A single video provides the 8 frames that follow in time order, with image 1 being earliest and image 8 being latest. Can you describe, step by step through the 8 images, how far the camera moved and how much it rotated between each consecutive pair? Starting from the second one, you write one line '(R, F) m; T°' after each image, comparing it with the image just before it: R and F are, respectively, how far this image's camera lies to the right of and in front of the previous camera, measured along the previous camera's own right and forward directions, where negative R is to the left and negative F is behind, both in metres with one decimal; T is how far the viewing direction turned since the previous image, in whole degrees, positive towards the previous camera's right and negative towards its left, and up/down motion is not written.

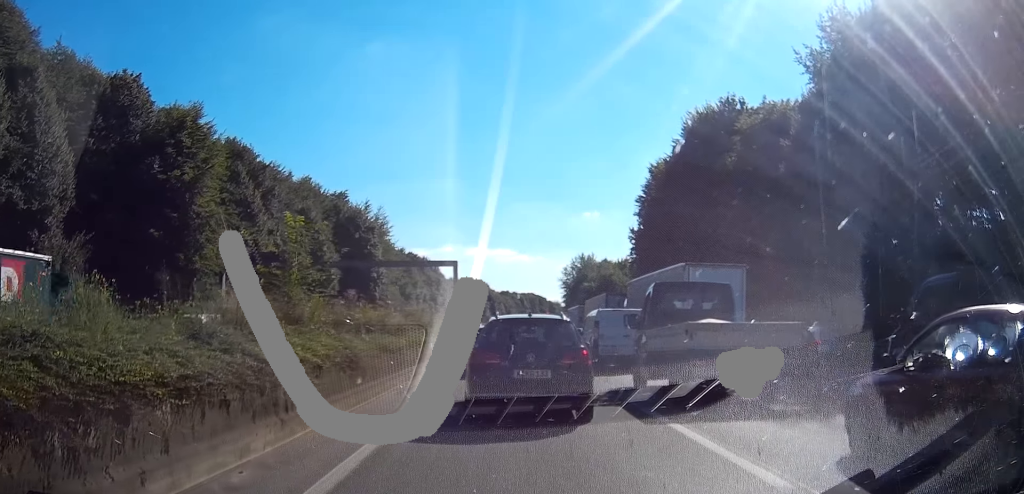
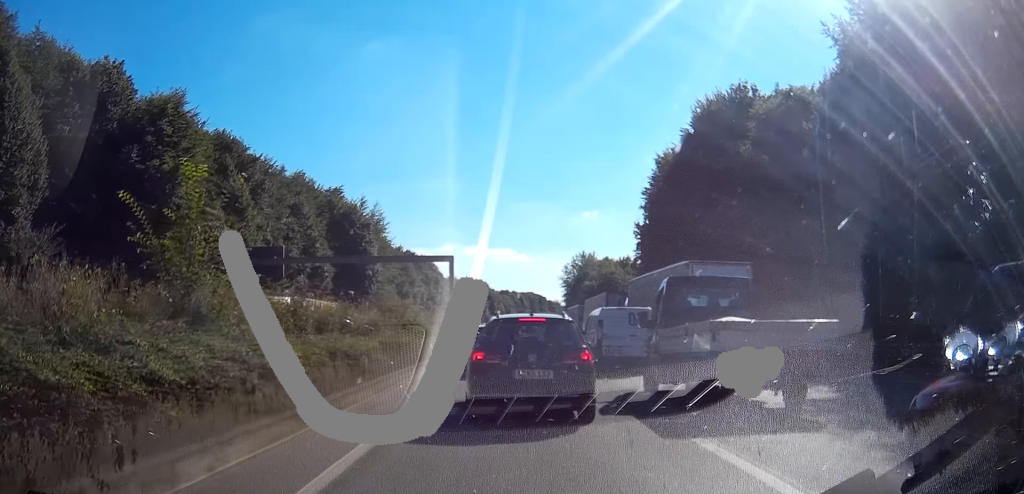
(0.0, +4.9) m; -1°
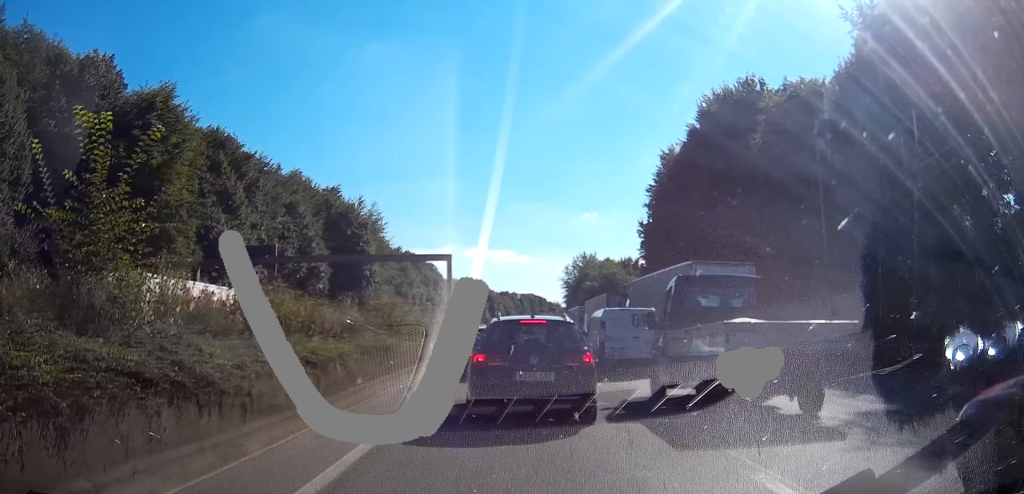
(0.0, +2.5) m; -1°
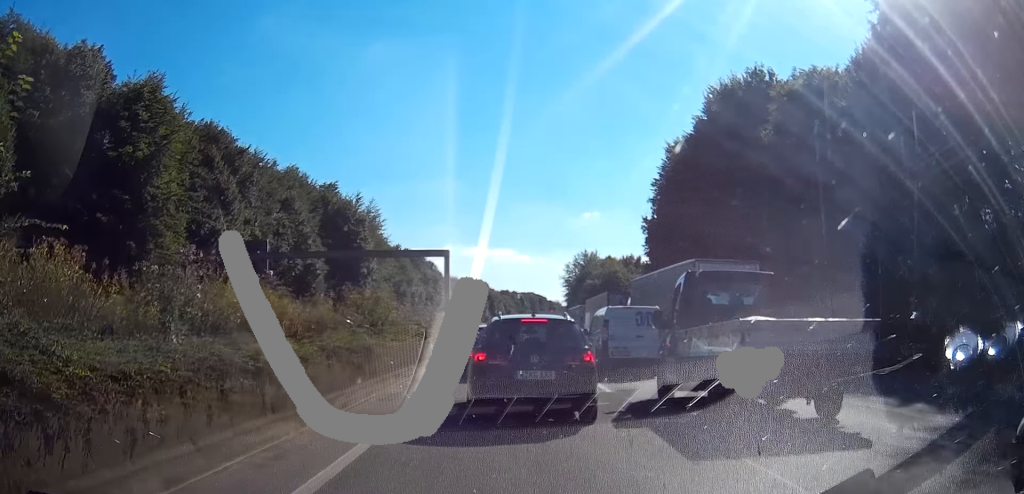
(0.0, +2.7) m; 0°
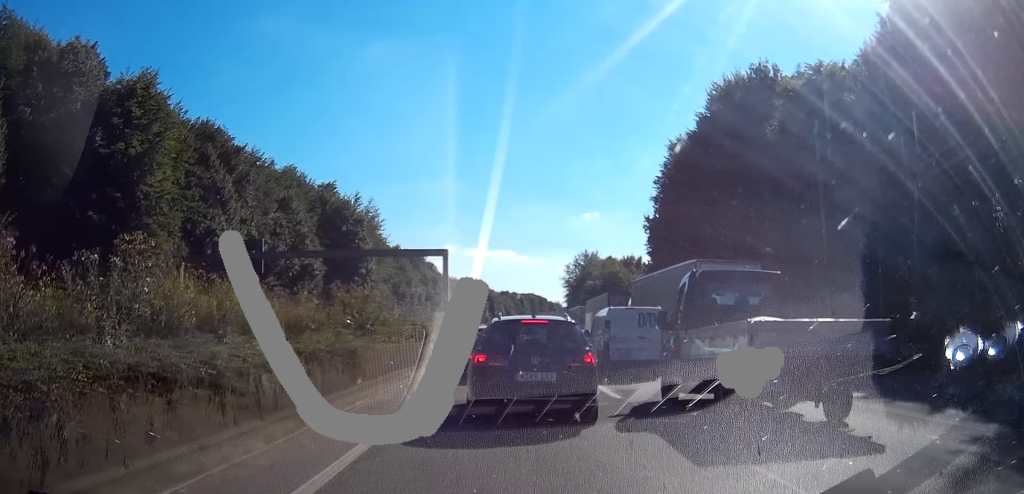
(0.0, +1.4) m; 0°
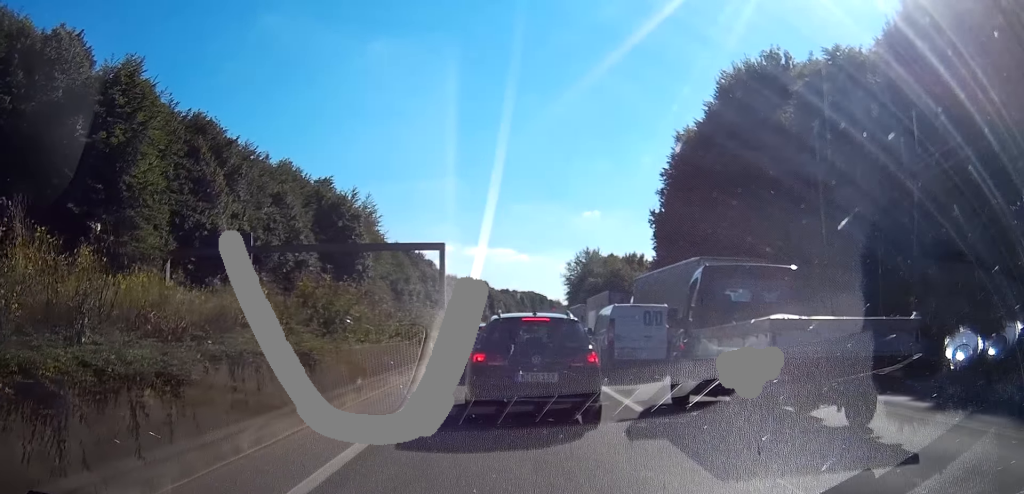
(0.0, +2.7) m; 0°
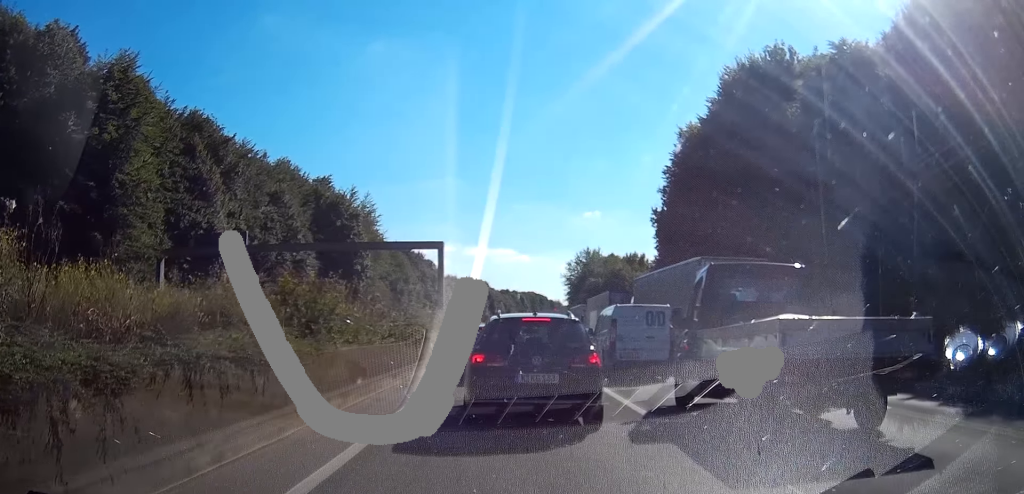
(0.0, +1.1) m; 0°
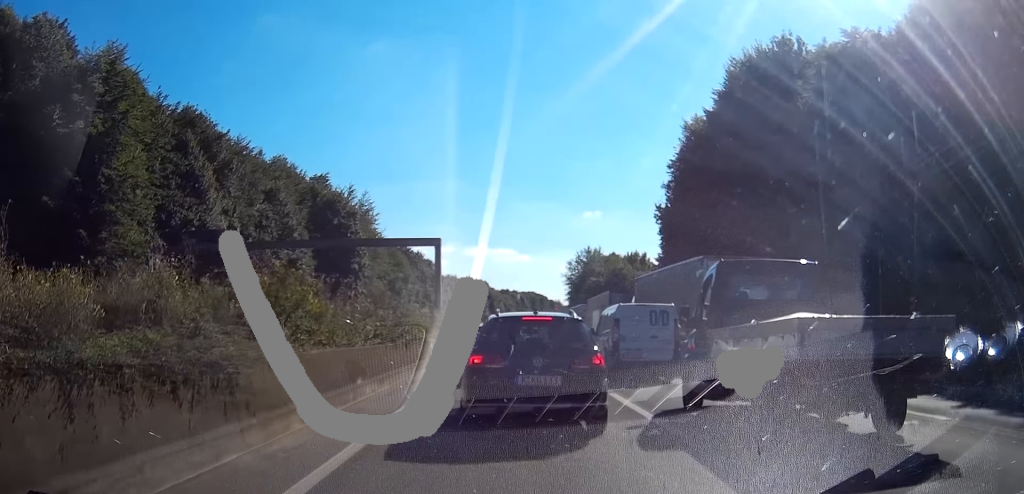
(0.0, +2.2) m; +1°
